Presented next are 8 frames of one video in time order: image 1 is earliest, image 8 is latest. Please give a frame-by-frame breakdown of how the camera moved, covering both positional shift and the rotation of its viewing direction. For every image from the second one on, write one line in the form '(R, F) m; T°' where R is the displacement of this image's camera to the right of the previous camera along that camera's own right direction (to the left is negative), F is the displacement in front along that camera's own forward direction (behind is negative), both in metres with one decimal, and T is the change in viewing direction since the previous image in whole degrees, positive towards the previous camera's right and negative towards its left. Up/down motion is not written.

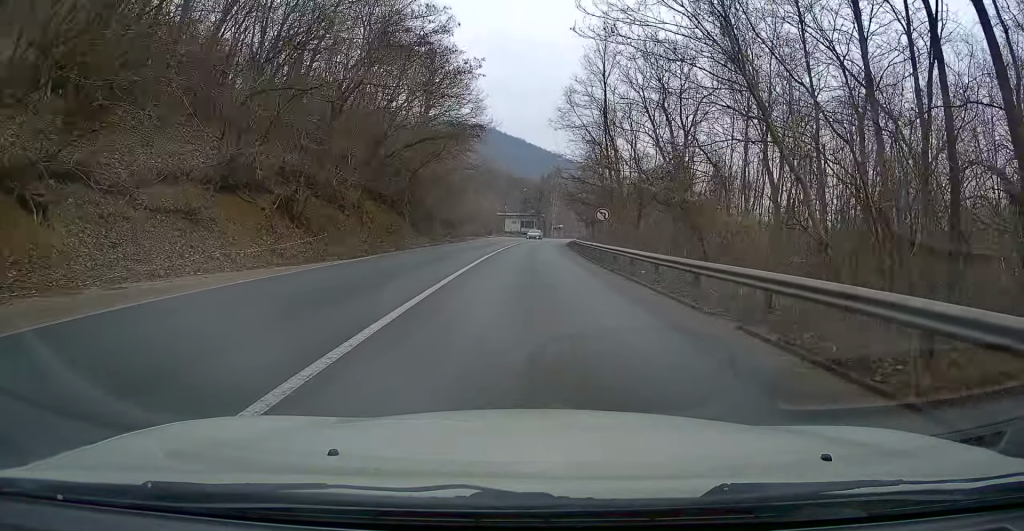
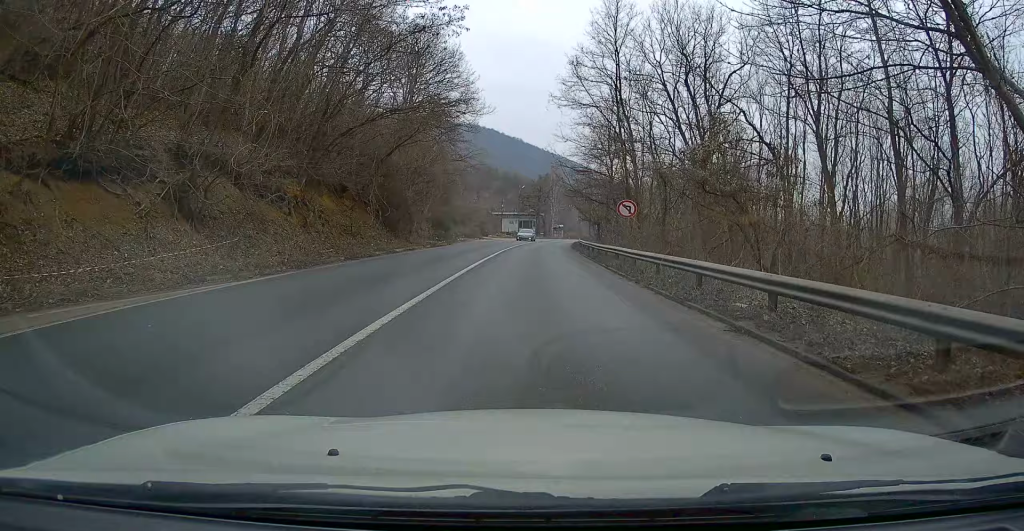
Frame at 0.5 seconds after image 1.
(+0.1, +7.9) m; 0°
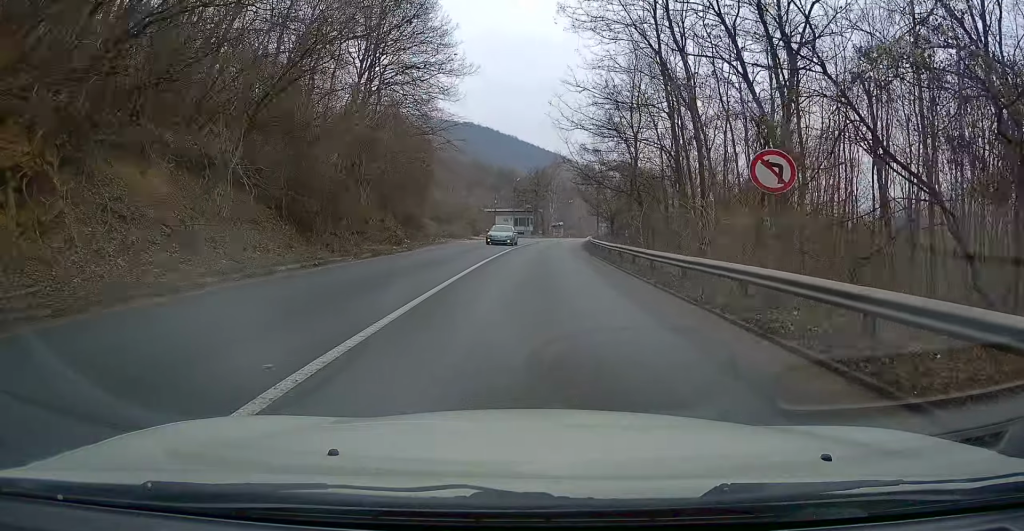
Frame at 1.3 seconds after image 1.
(-0.2, +14.2) m; 0°
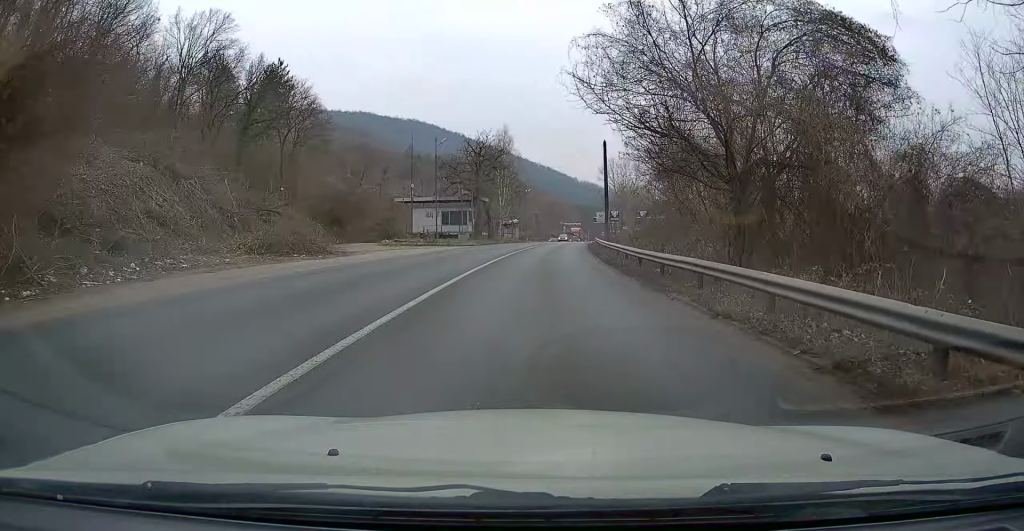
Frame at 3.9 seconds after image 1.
(+2.2, +43.2) m; +7°
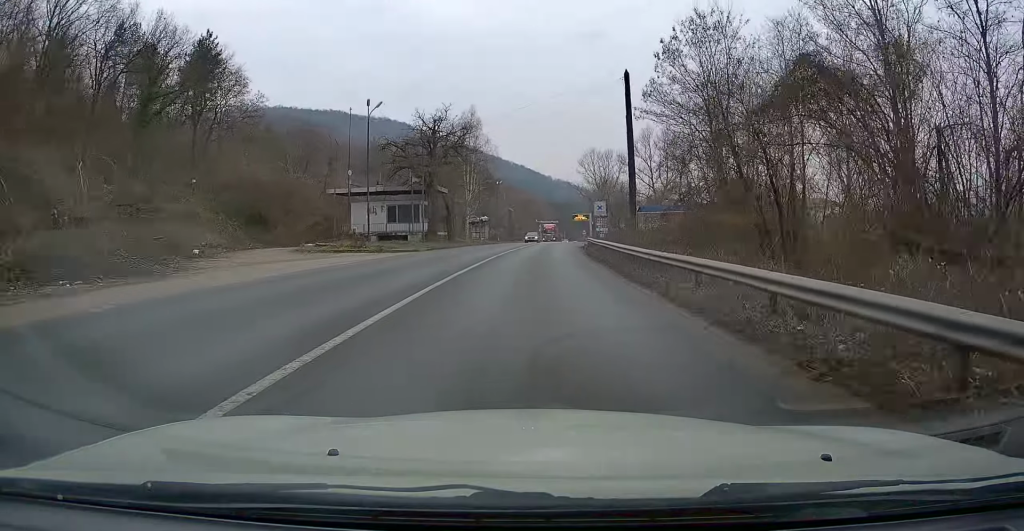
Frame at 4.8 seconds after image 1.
(+0.5, +15.7) m; +3°
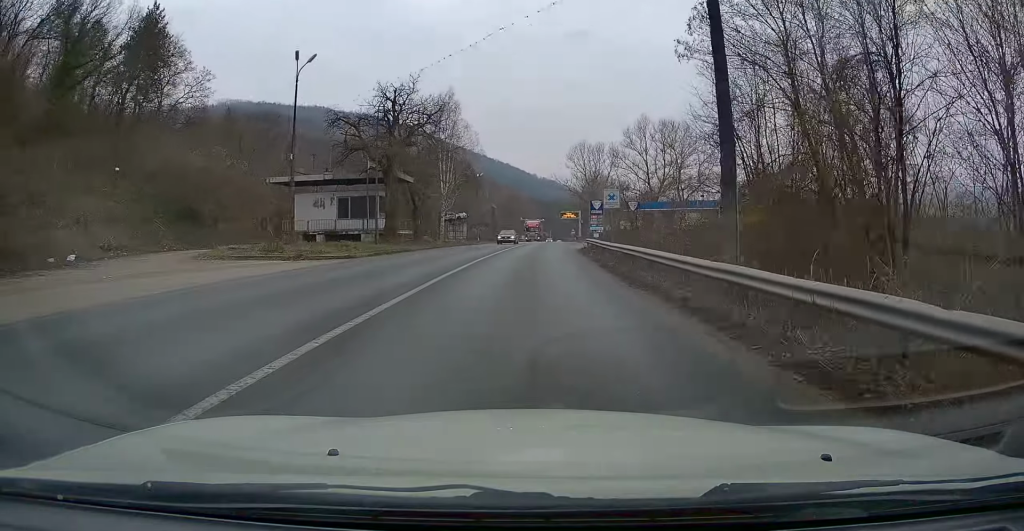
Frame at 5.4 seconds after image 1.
(+0.2, +10.6) m; 0°
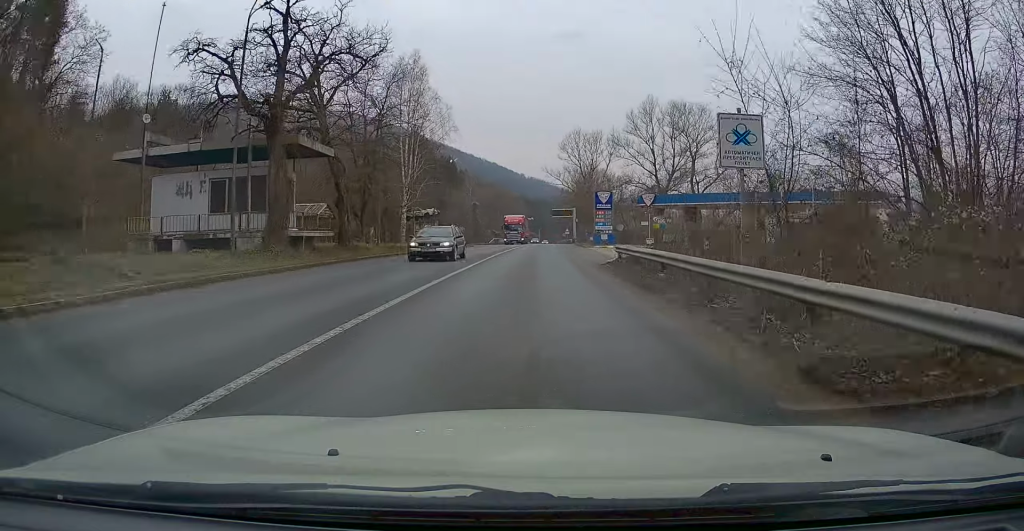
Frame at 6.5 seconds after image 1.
(-0.1, +17.4) m; +1°
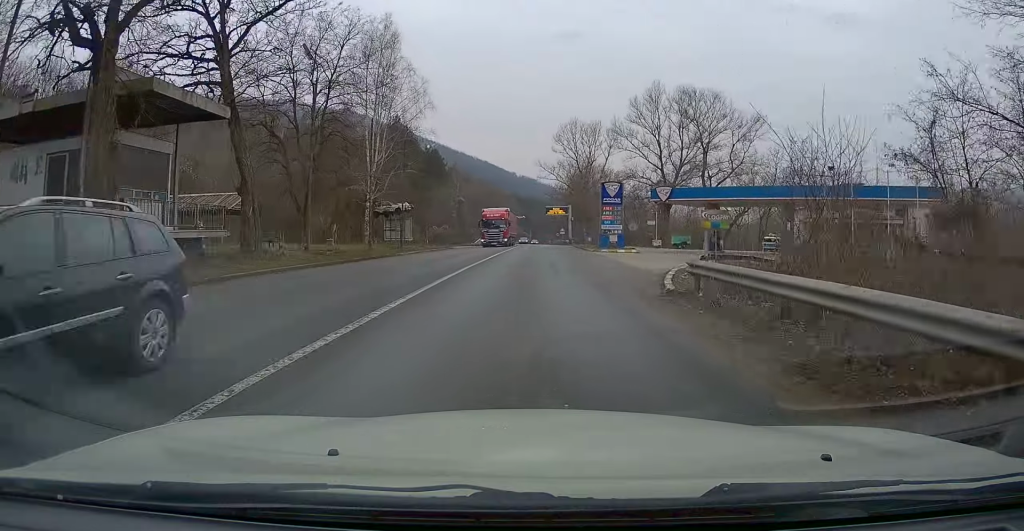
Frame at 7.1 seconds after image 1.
(+0.2, +10.7) m; +1°
